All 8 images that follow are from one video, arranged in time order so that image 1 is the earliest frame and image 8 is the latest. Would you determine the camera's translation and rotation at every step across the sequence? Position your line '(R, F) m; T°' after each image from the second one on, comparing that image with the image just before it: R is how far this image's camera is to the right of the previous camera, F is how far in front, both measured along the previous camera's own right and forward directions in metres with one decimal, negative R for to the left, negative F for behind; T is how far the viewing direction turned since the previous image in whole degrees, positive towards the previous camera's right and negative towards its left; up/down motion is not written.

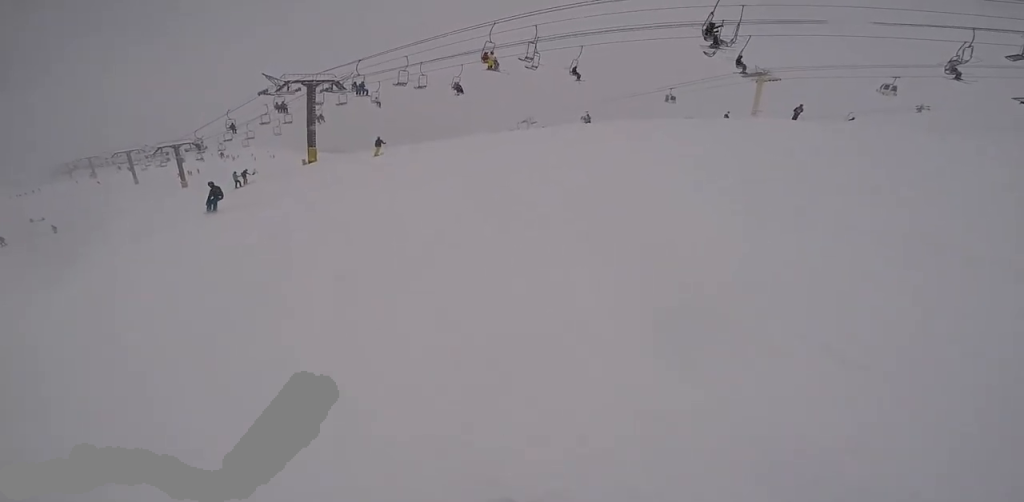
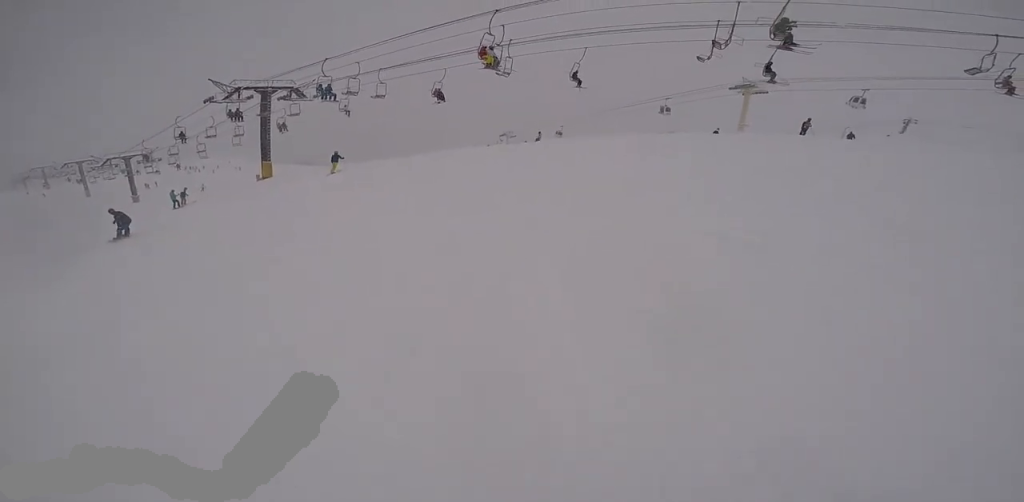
(0.0, +3.6) m; 0°
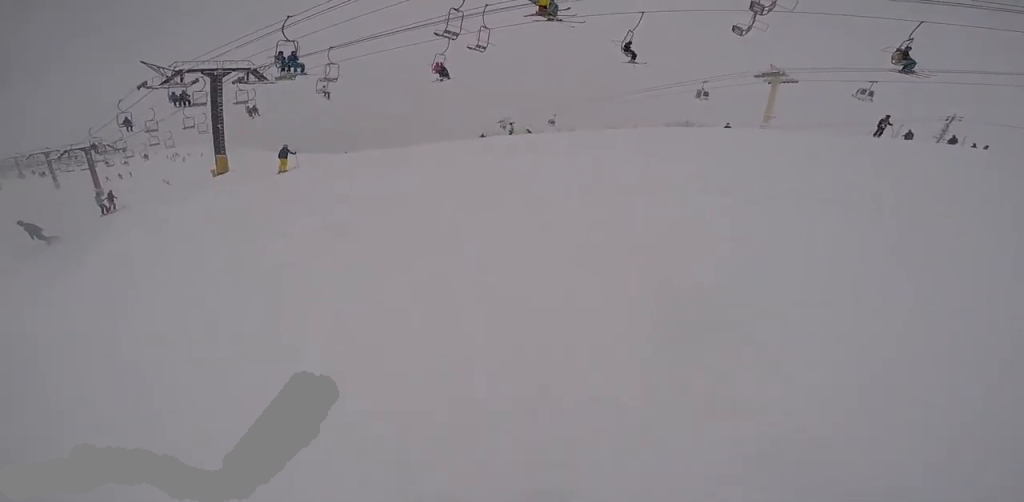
(0.0, +5.9) m; -1°
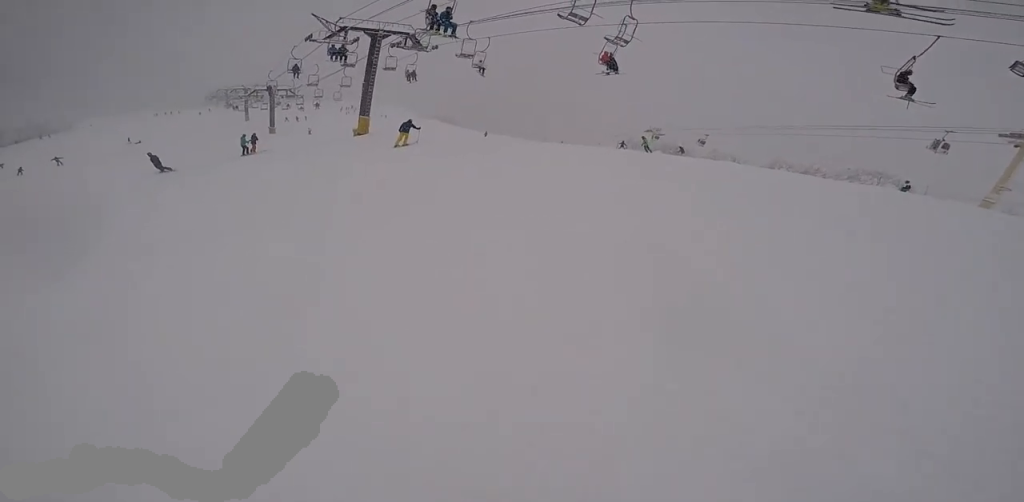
(+0.1, +4.4) m; -15°
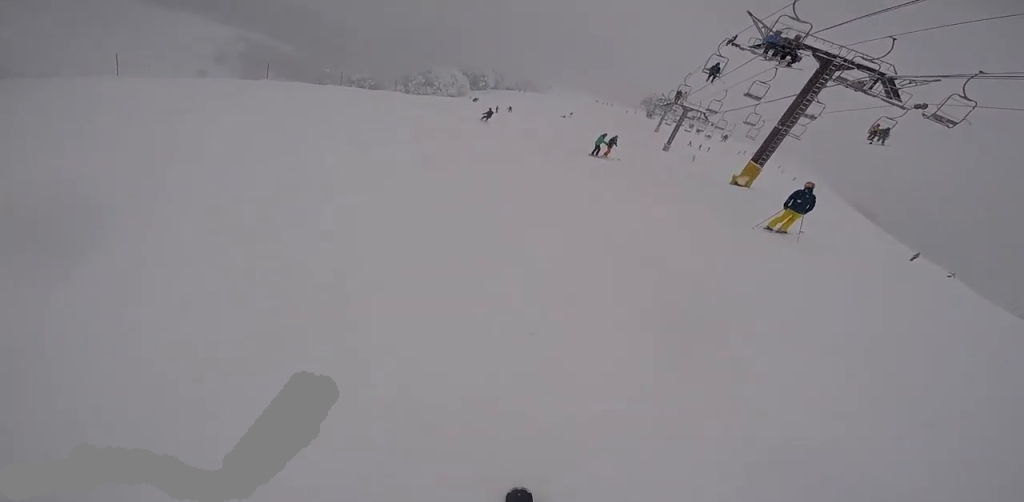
(-3.9, +8.9) m; -38°
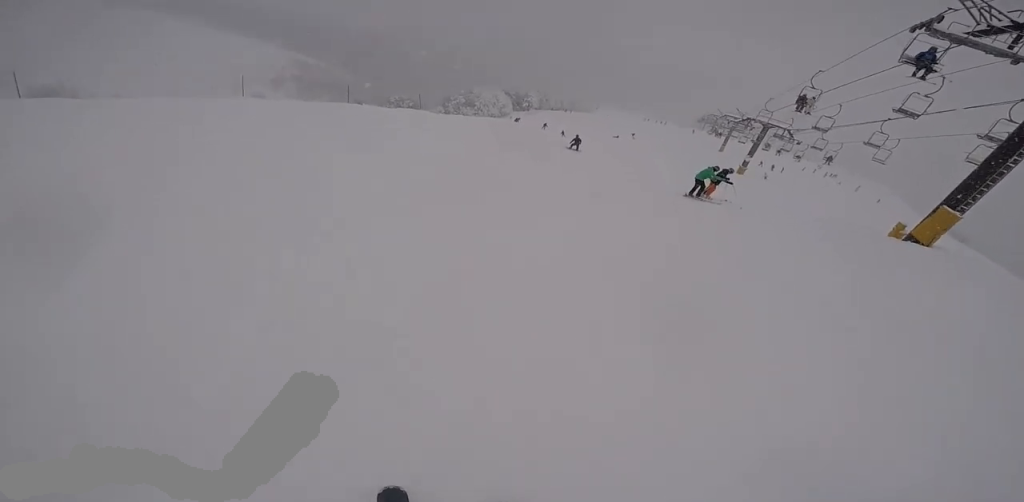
(-1.4, +8.6) m; -10°
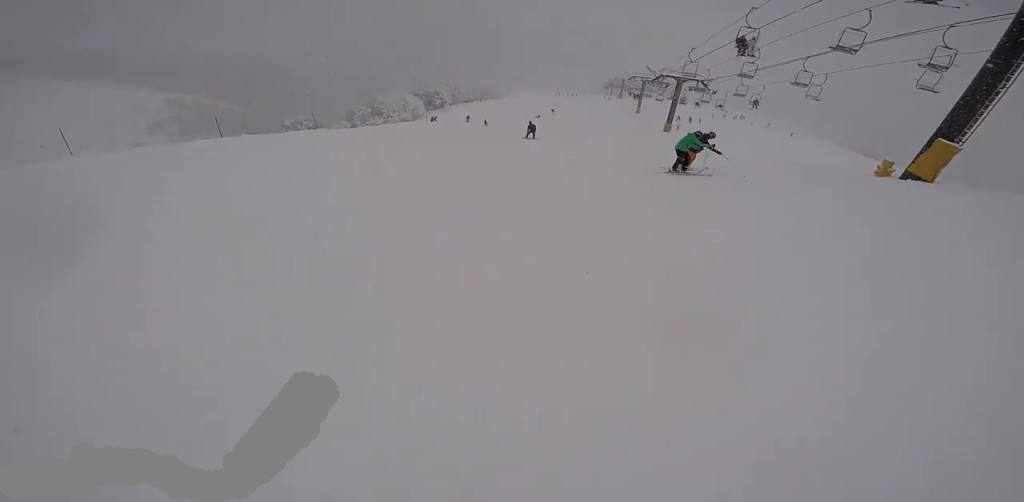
(-0.6, +3.4) m; +1°
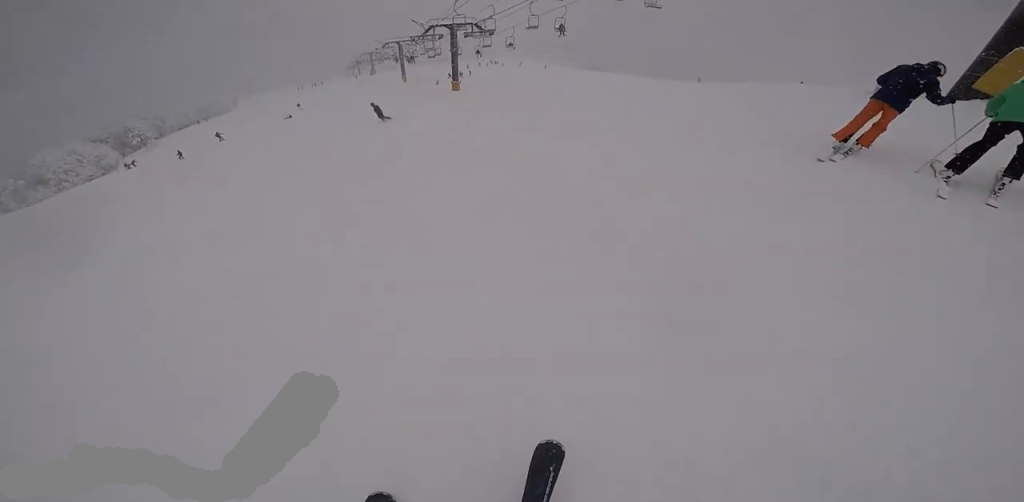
(+2.6, +10.0) m; +30°
